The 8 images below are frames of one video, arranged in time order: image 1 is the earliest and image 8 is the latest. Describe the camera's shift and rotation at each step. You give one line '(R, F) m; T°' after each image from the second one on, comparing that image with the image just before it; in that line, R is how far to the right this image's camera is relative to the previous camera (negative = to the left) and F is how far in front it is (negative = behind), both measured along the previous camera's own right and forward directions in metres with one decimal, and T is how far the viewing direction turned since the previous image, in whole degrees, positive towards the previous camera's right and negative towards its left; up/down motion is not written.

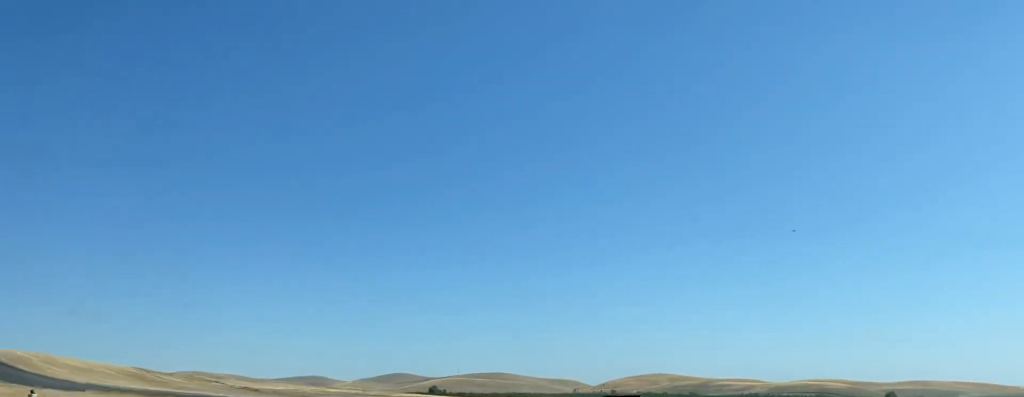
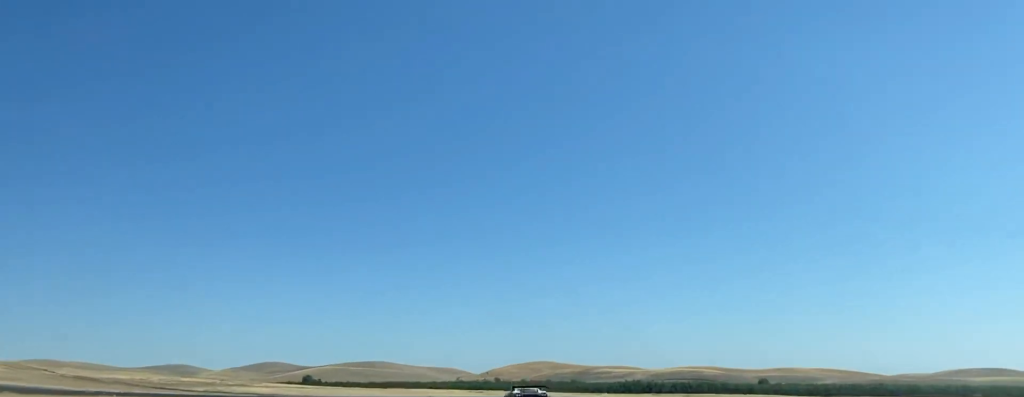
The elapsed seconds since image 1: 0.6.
(+0.8, +17.7) m; -4°
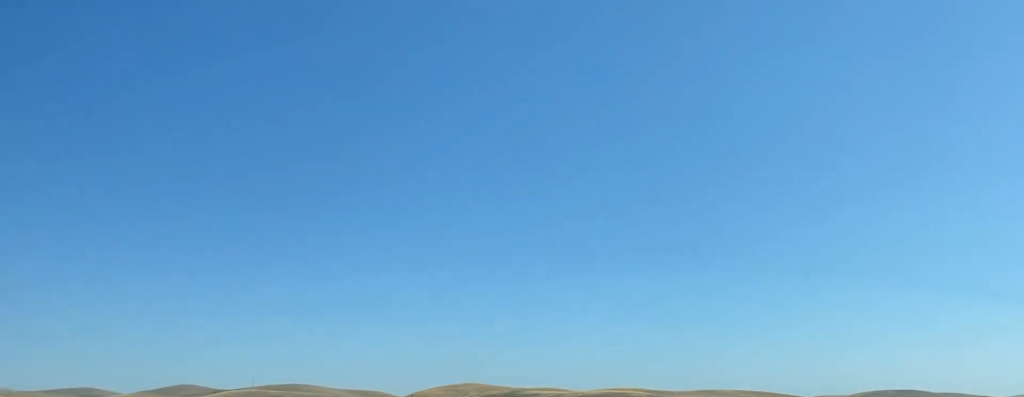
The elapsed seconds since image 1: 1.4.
(-1.1, +25.3) m; -19°
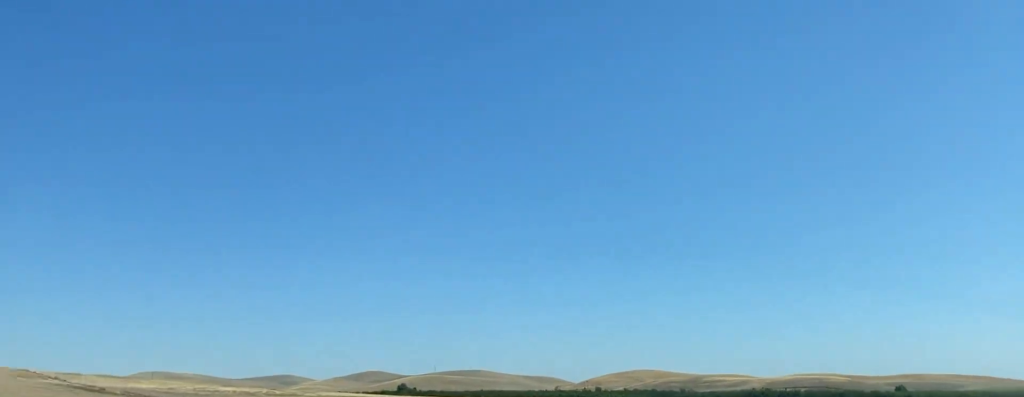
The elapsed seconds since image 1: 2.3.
(-8.0, +28.5) m; -27°
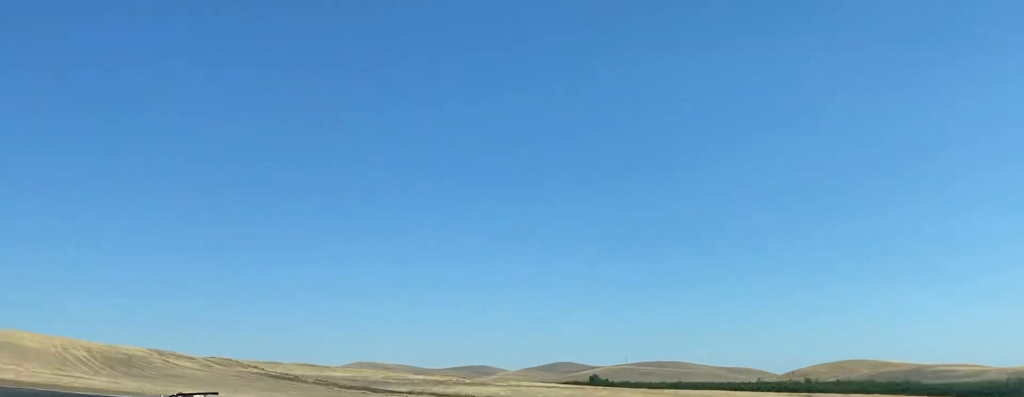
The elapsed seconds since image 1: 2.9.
(-4.4, +20.8) m; -15°
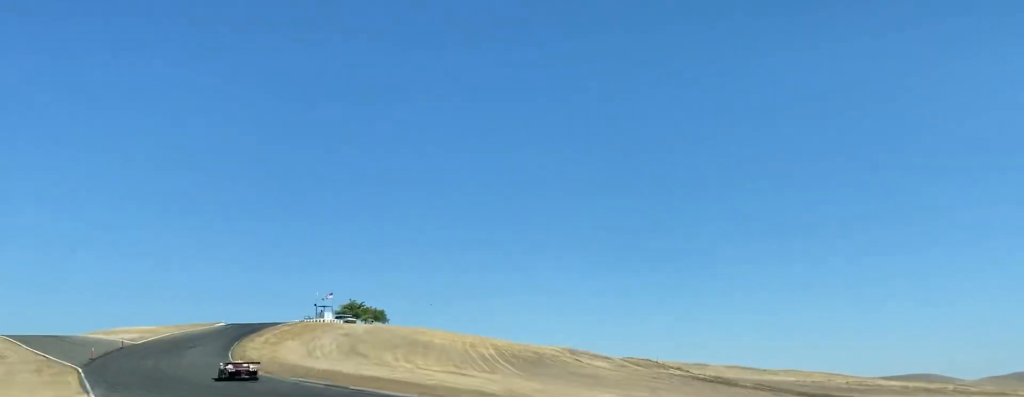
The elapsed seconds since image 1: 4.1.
(-9.4, +40.8) m; -17°
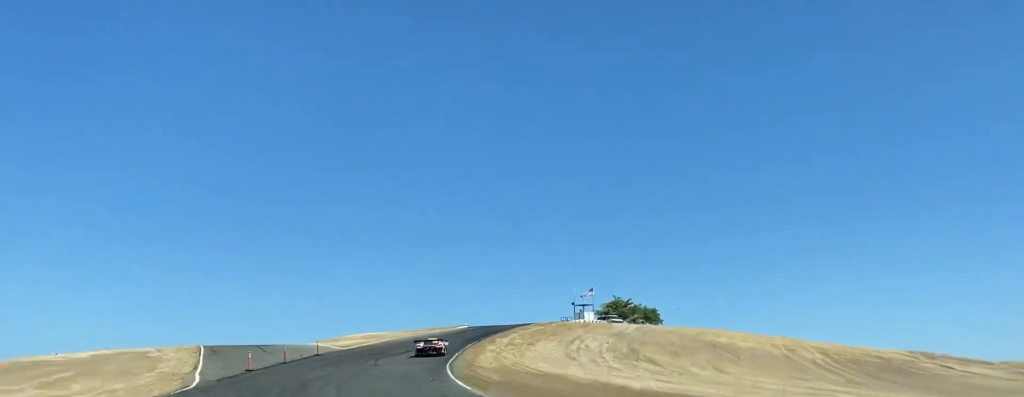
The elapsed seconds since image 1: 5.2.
(-0.9, +34.9) m; +1°
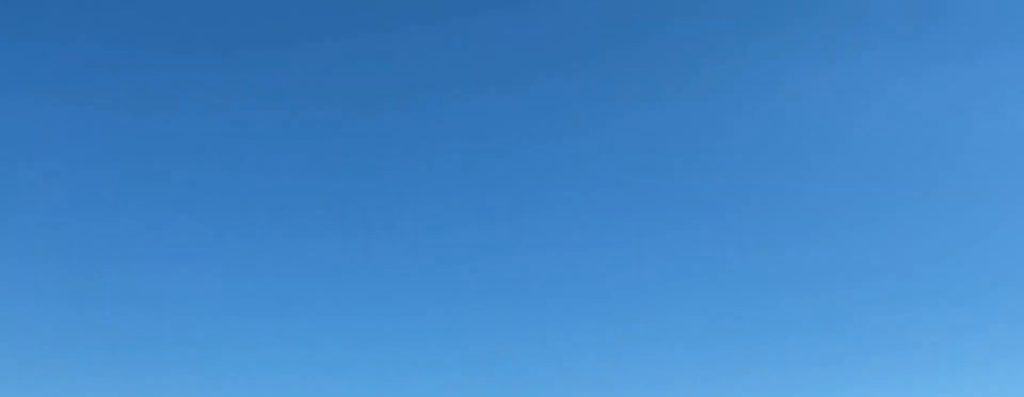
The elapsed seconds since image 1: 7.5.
(+8.2, +57.6) m; +11°
